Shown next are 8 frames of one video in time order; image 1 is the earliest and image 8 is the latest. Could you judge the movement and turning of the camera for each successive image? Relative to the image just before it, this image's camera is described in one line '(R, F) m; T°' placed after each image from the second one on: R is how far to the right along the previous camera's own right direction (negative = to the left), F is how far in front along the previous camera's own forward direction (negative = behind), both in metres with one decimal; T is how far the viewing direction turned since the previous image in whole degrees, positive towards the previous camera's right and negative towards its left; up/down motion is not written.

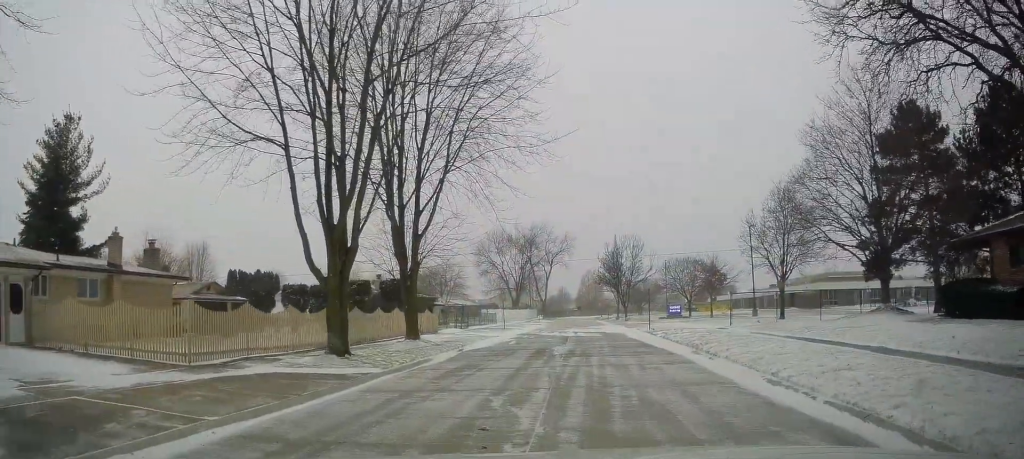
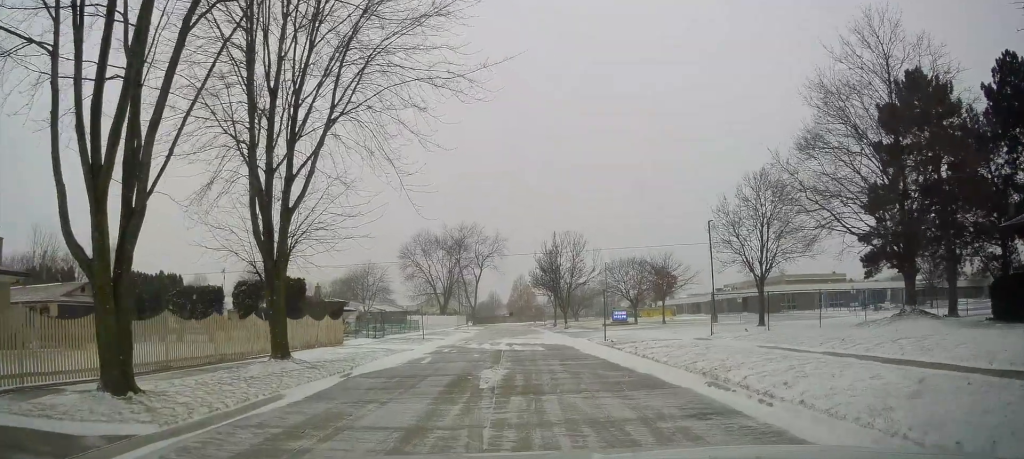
(+0.2, +8.5) m; -2°
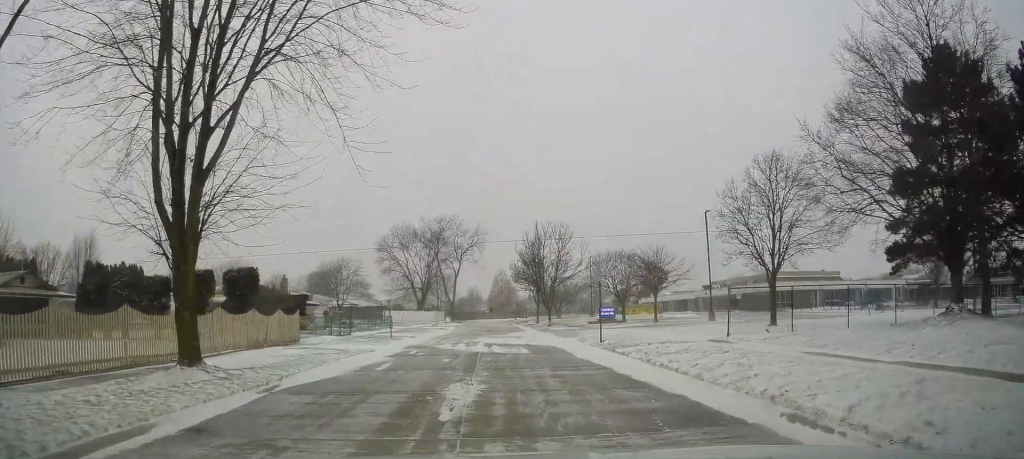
(-0.4, +4.4) m; +3°
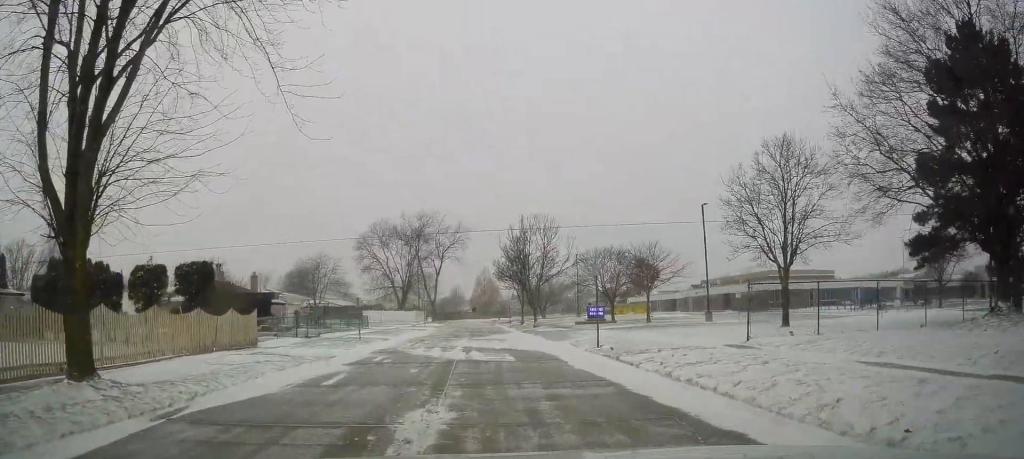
(+0.4, +3.7) m; +3°
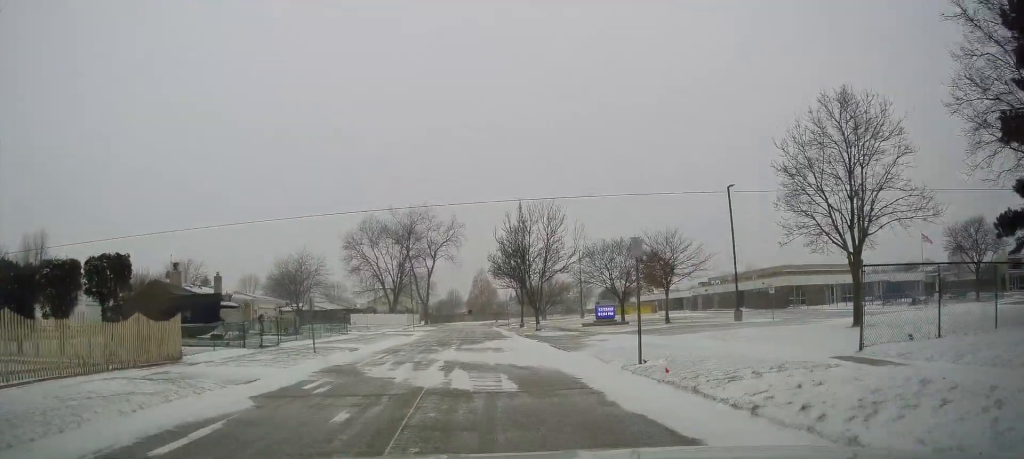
(+0.4, +7.1) m; +1°
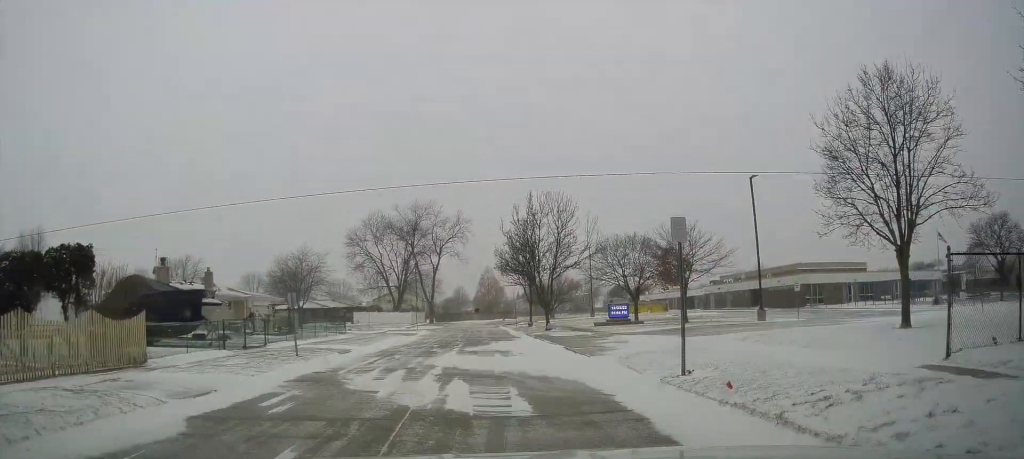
(-0.1, +3.0) m; -2°
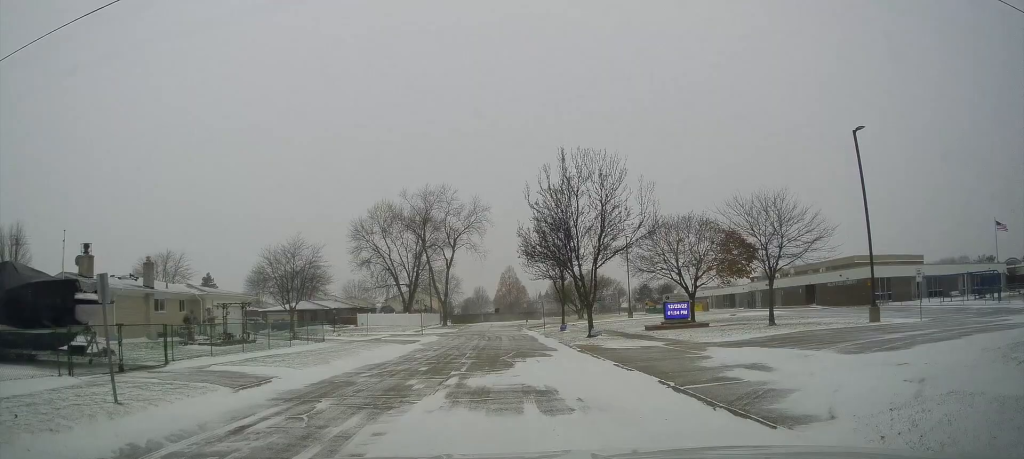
(-0.2, +11.3) m; -1°
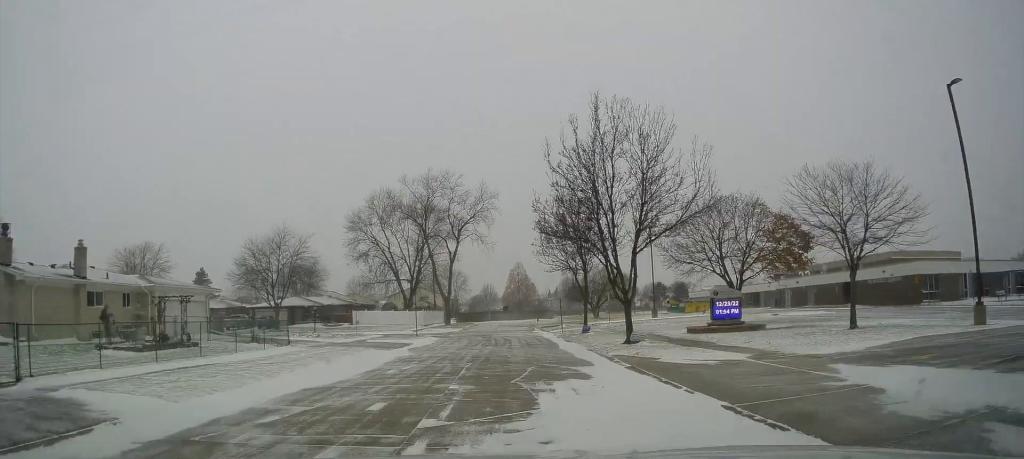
(0.0, +7.3) m; 0°
